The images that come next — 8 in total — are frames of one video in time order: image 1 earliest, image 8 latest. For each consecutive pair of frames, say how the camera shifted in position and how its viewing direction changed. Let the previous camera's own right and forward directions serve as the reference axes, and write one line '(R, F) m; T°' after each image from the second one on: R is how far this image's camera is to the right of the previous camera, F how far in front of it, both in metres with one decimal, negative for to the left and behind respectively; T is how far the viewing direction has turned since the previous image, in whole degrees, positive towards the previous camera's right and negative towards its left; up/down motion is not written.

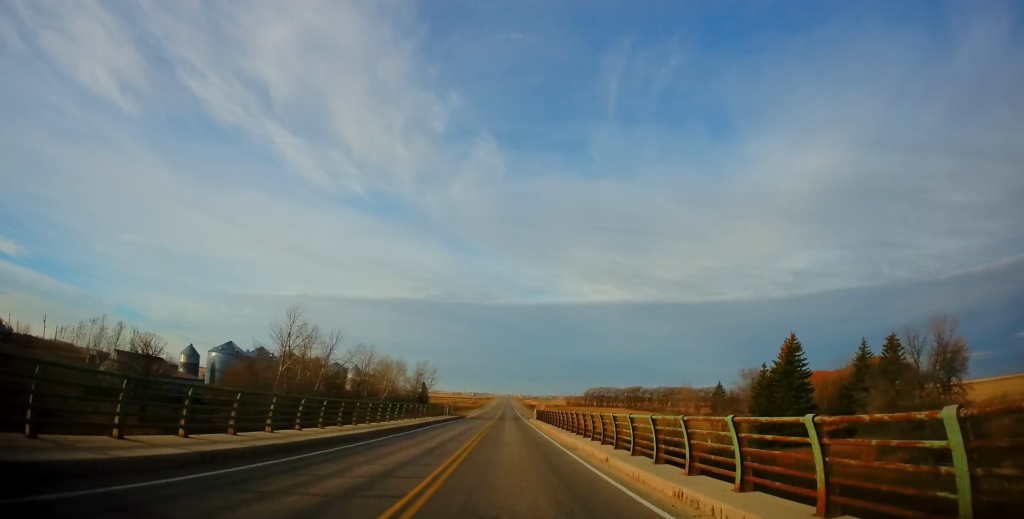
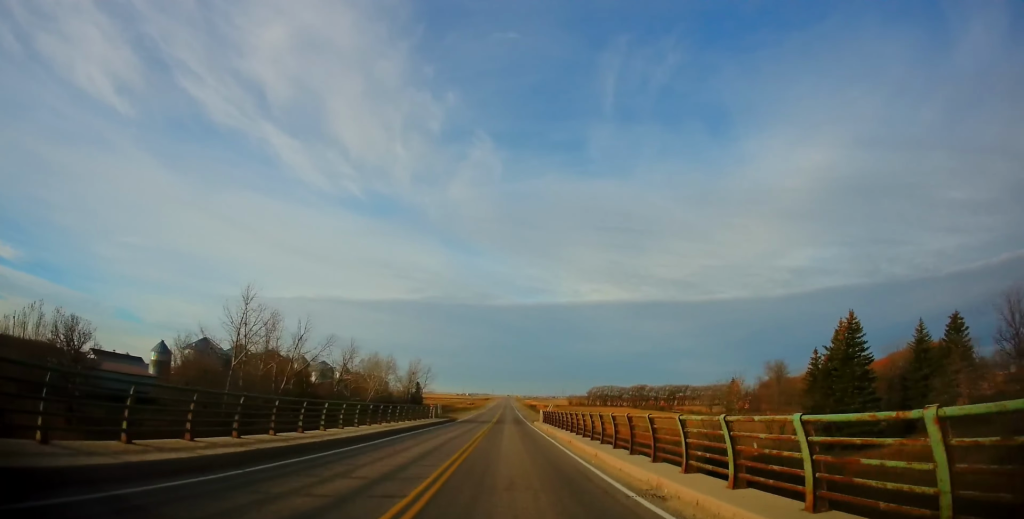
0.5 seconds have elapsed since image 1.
(0.0, +10.9) m; -1°
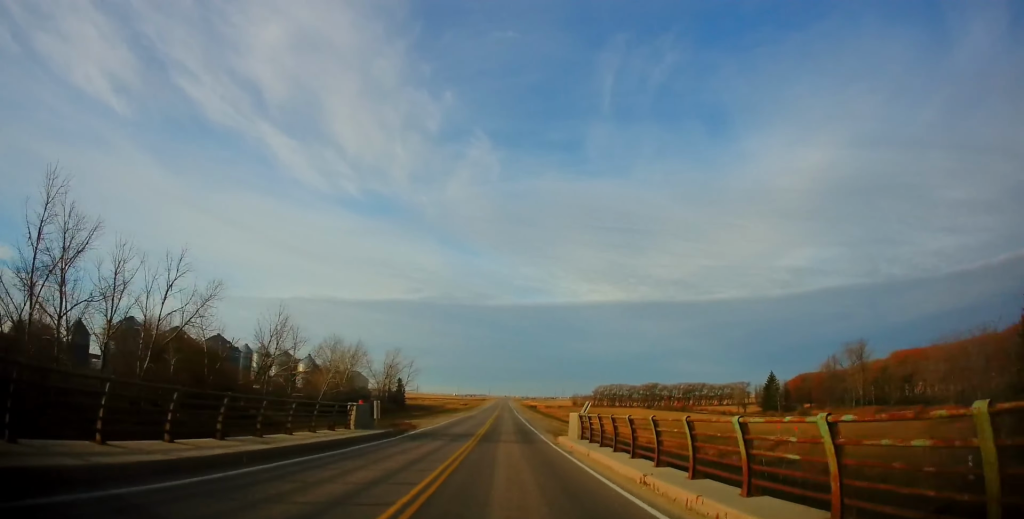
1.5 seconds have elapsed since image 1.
(-0.6, +25.1) m; -1°
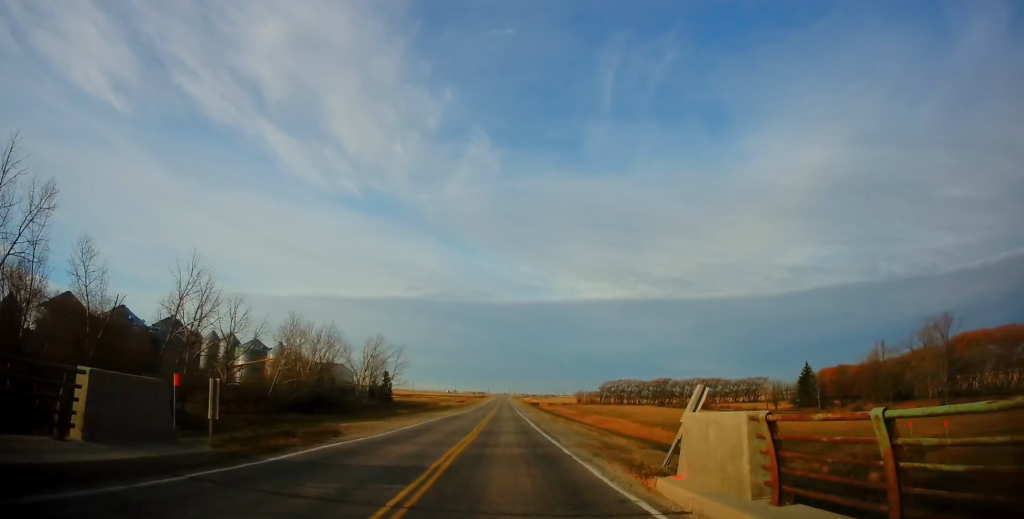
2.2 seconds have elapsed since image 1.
(+0.1, +16.6) m; +1°
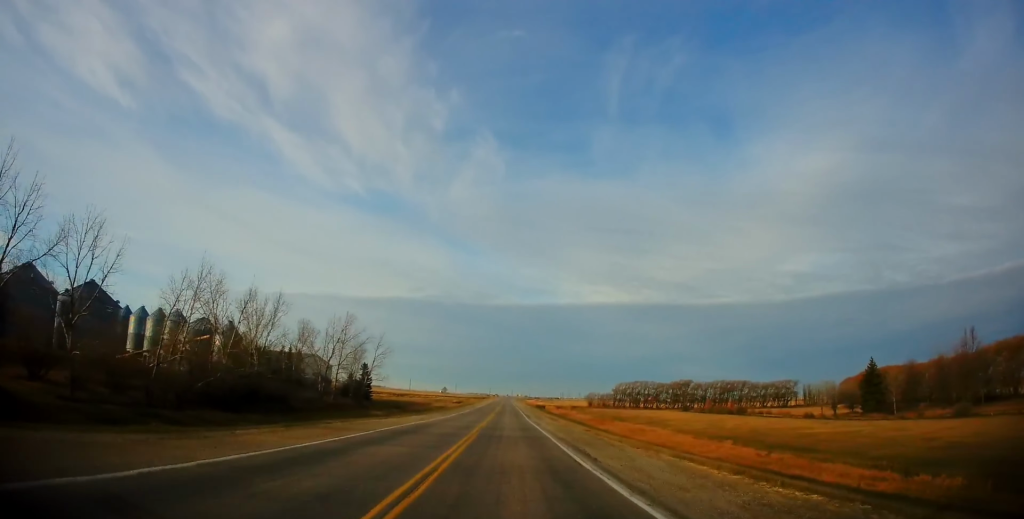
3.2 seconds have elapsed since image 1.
(+0.3, +22.4) m; +1°
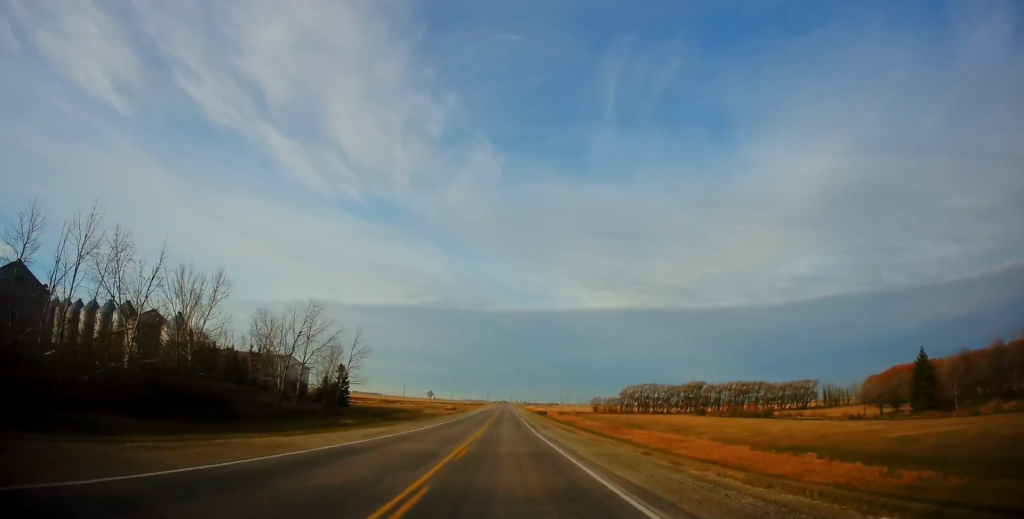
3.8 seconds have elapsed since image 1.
(0.0, +14.5) m; 0°
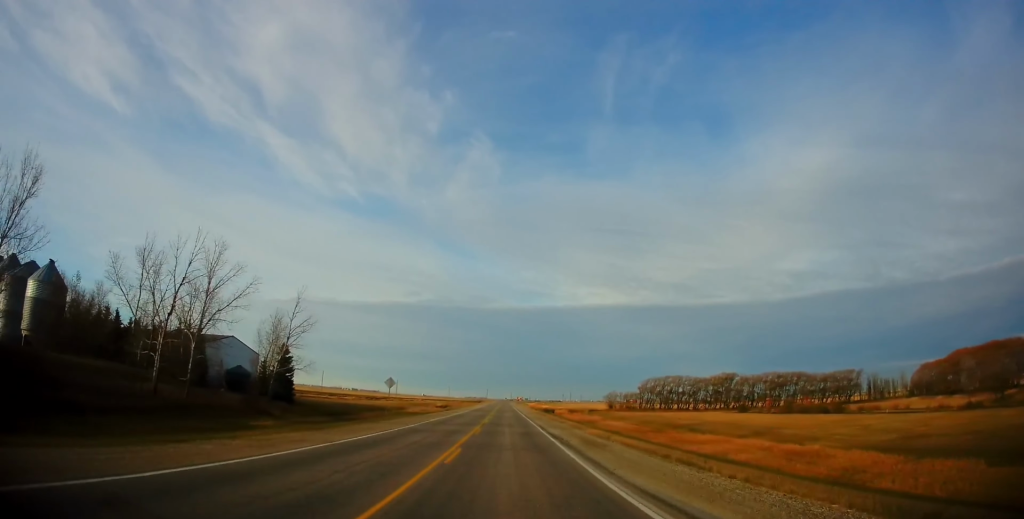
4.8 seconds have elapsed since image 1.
(+0.1, +26.0) m; 0°
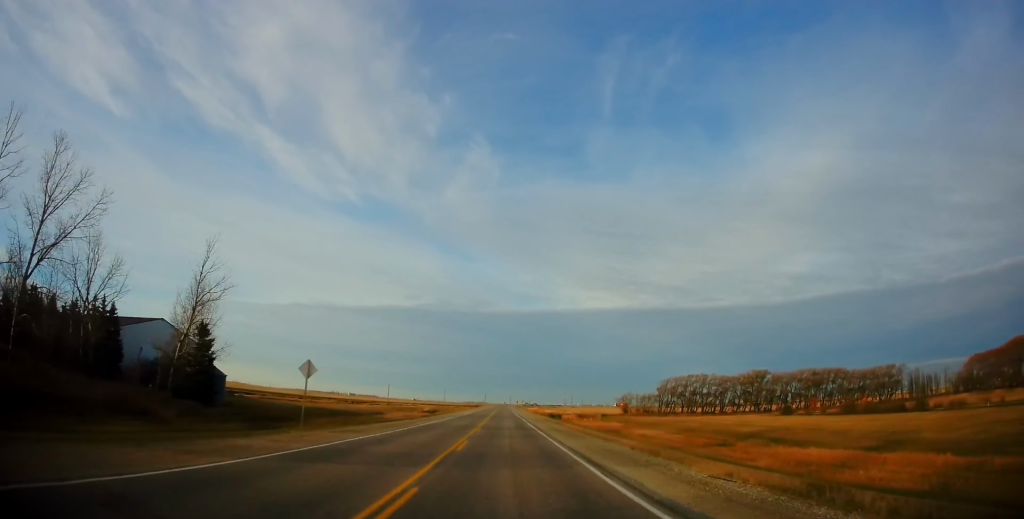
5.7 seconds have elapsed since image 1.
(-0.1, +20.3) m; 0°
